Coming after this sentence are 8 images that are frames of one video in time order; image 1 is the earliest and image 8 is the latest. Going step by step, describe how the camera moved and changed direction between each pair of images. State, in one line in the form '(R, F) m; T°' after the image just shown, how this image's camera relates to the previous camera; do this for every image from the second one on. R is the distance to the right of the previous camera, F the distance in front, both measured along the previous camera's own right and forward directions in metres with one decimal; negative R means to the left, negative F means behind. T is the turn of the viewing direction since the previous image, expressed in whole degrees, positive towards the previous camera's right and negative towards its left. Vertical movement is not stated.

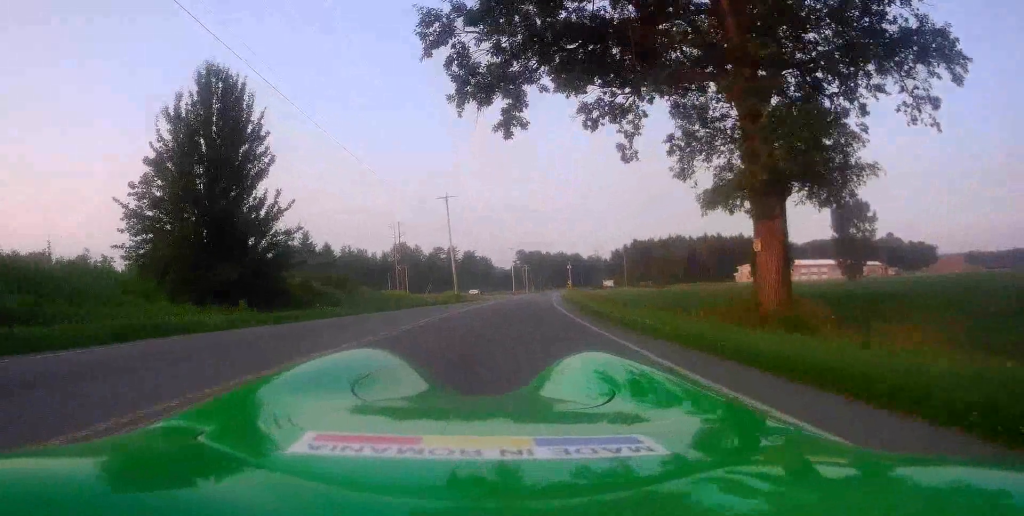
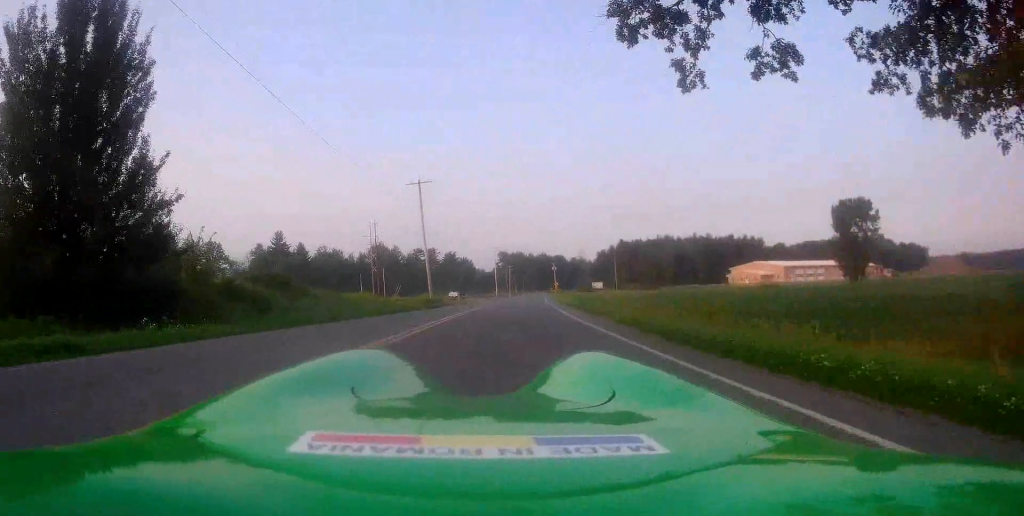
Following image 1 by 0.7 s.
(+0.6, +10.2) m; +3°
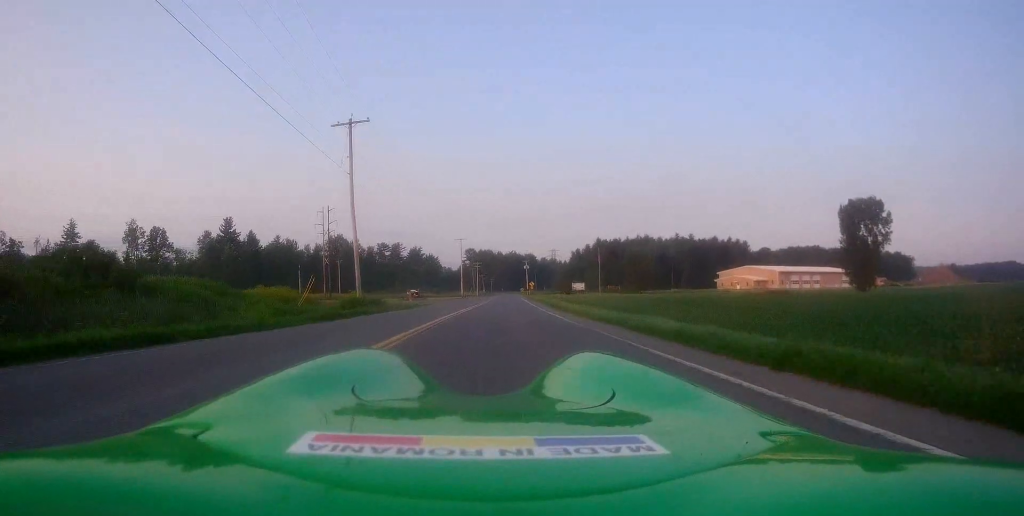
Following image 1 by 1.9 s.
(+0.7, +19.0) m; +4°
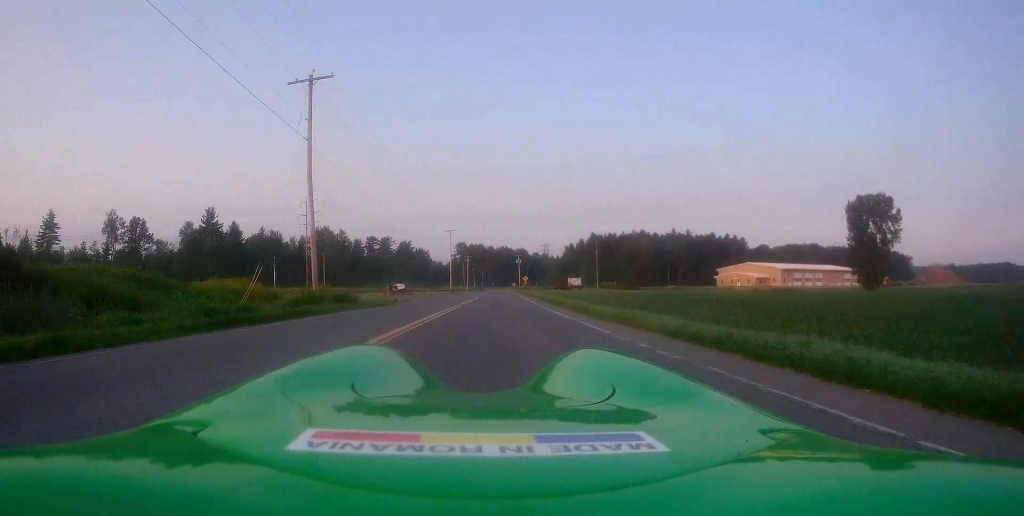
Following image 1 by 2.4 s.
(+0.1, +7.5) m; +1°
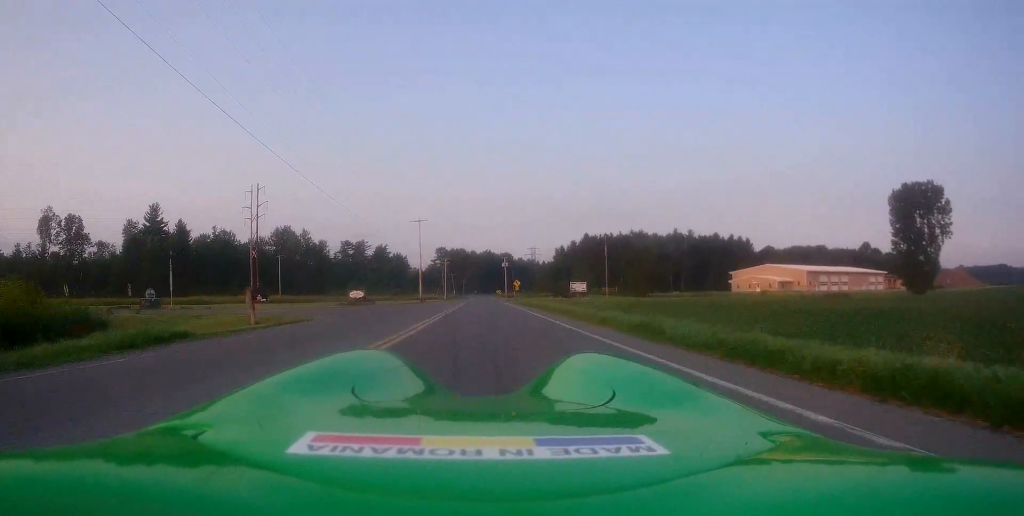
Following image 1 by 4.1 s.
(+0.4, +25.4) m; 0°
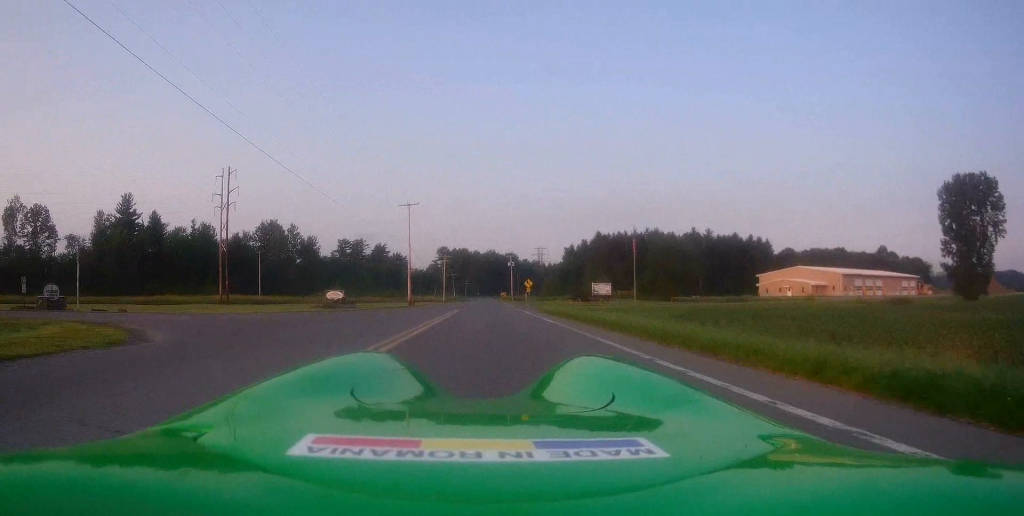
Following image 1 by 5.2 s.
(0.0, +16.0) m; +1°
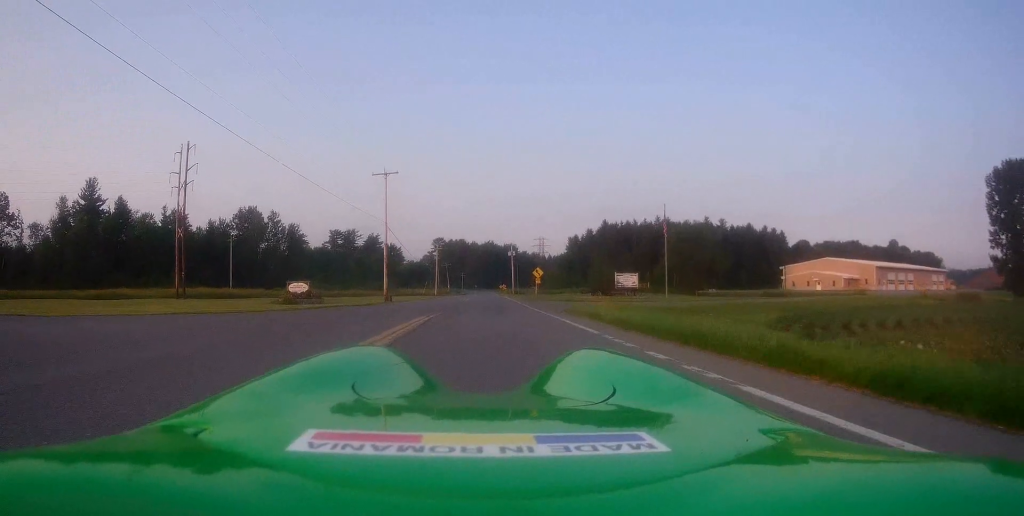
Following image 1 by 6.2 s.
(+0.2, +15.2) m; +1°
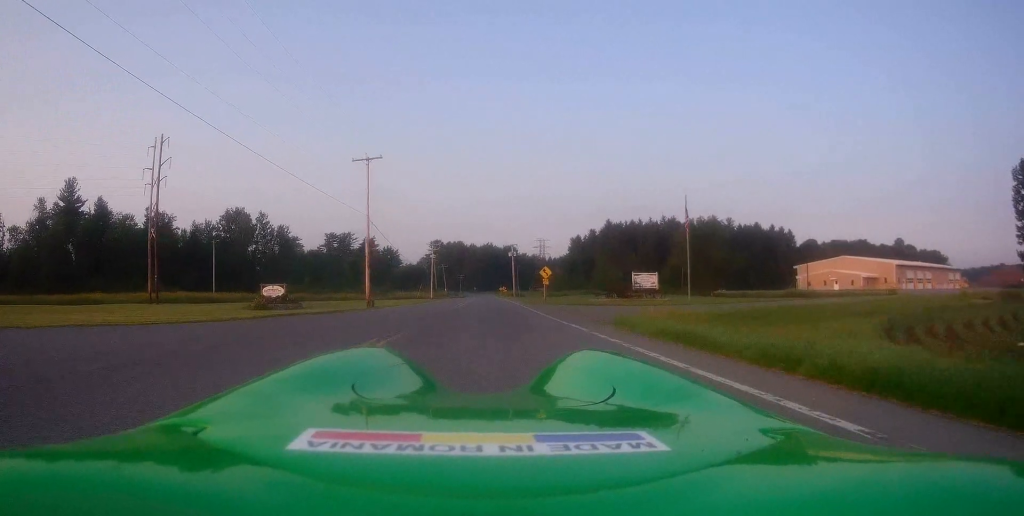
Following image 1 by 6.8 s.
(0.0, +7.9) m; 0°
